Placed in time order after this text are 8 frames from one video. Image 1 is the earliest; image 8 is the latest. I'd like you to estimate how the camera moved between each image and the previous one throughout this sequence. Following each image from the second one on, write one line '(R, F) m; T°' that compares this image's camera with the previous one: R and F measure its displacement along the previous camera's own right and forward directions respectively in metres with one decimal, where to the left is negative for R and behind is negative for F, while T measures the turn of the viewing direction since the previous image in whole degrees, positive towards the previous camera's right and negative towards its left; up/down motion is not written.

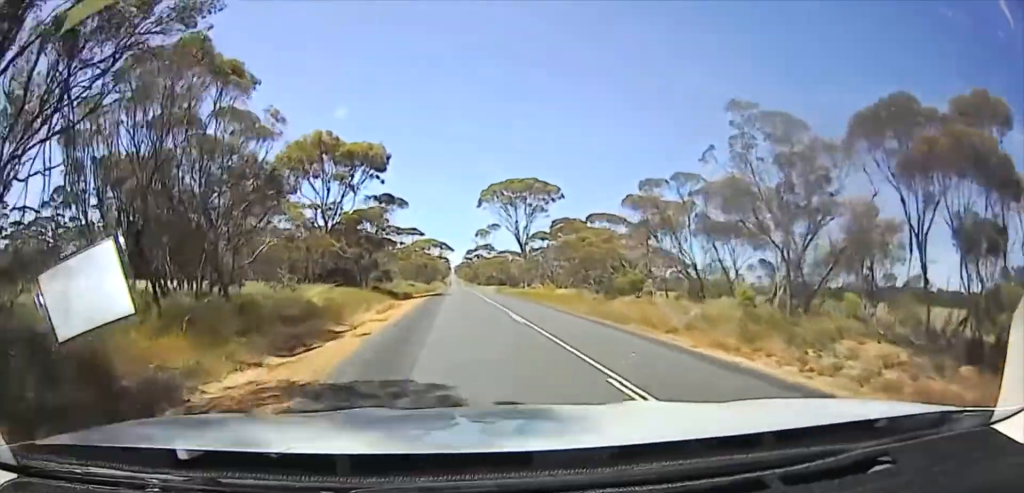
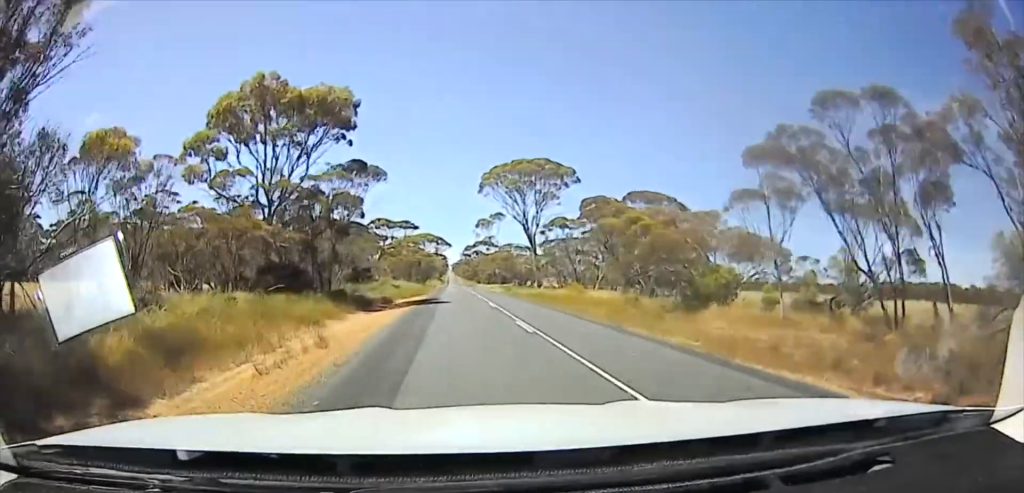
(0.0, +11.3) m; 0°
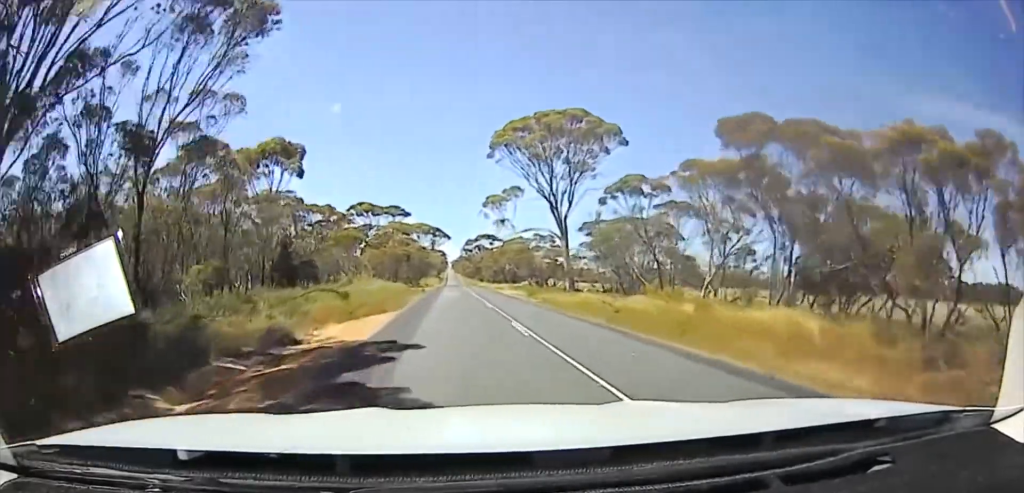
(0.0, +18.2) m; 0°
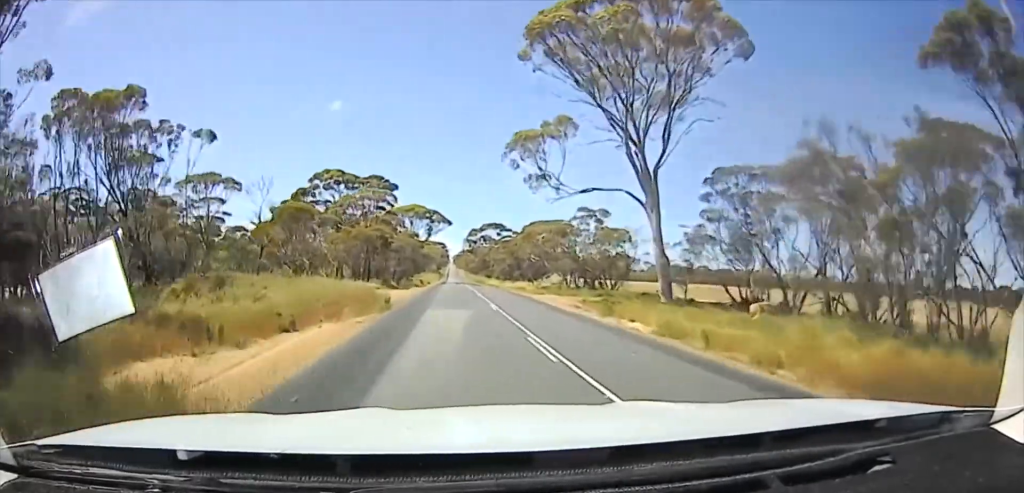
(0.0, +19.8) m; 0°
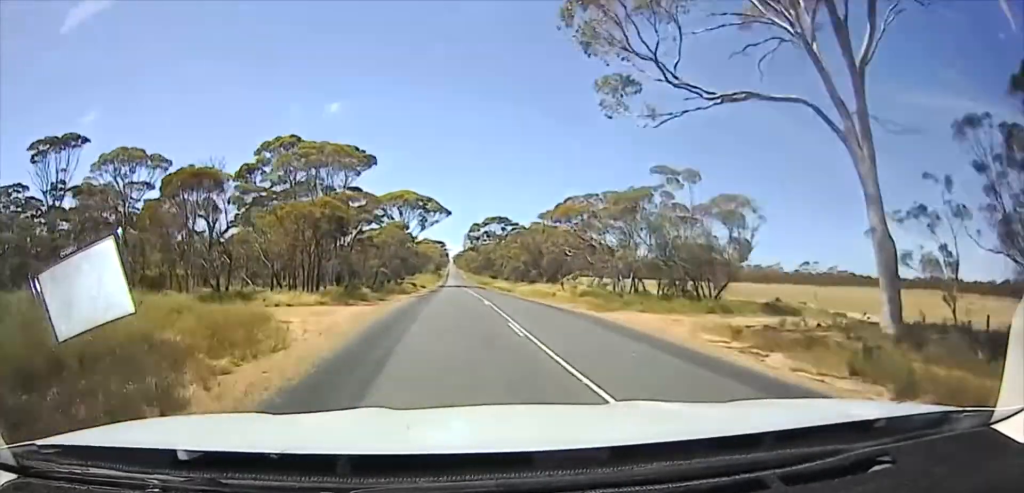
(0.0, +15.8) m; 0°
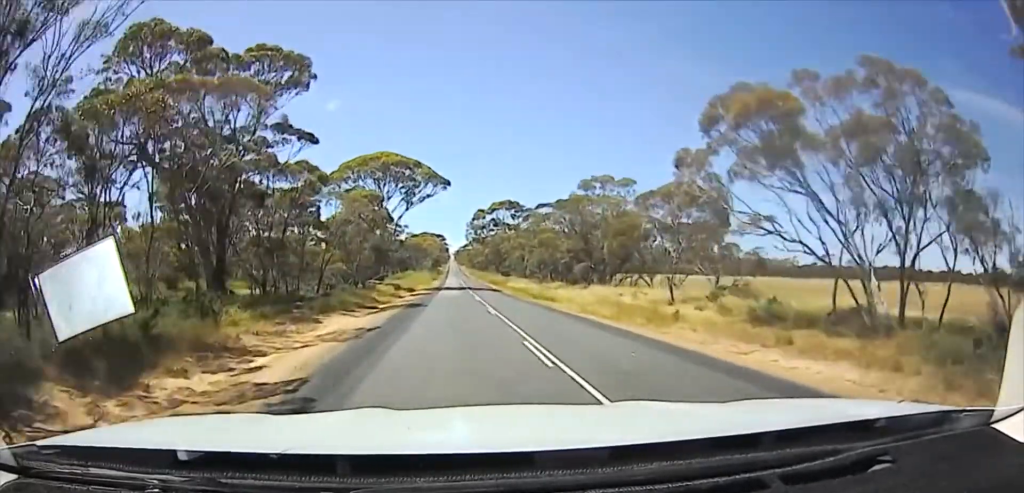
(0.0, +23.7) m; 0°
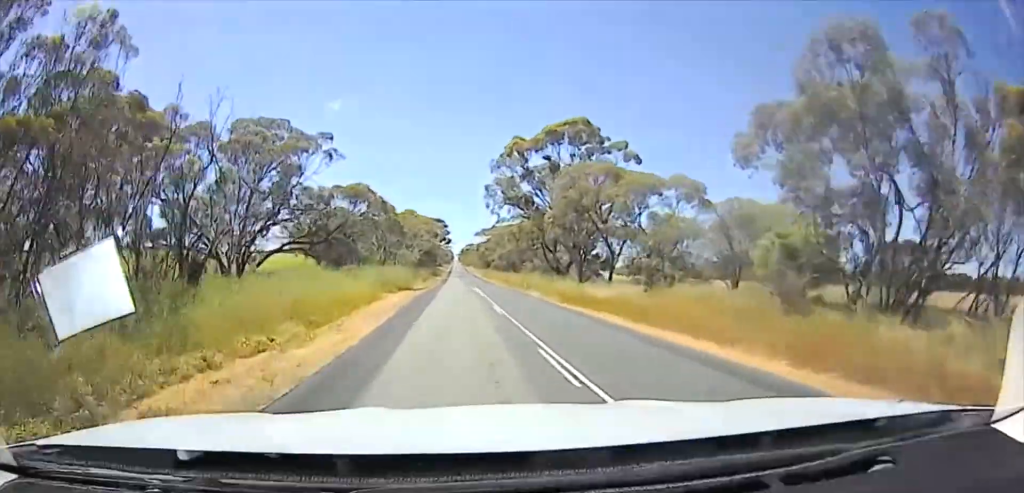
(0.0, +71.2) m; 0°
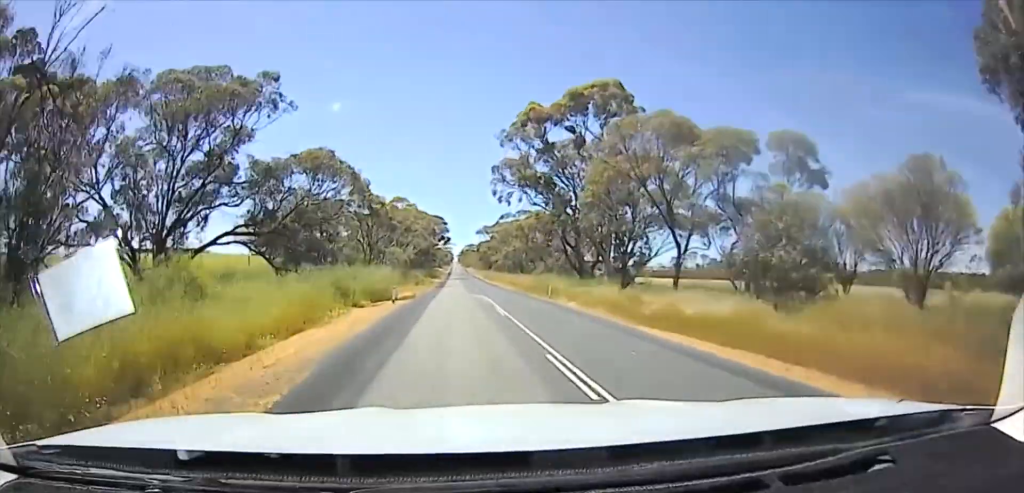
(0.0, +12.2) m; 0°
